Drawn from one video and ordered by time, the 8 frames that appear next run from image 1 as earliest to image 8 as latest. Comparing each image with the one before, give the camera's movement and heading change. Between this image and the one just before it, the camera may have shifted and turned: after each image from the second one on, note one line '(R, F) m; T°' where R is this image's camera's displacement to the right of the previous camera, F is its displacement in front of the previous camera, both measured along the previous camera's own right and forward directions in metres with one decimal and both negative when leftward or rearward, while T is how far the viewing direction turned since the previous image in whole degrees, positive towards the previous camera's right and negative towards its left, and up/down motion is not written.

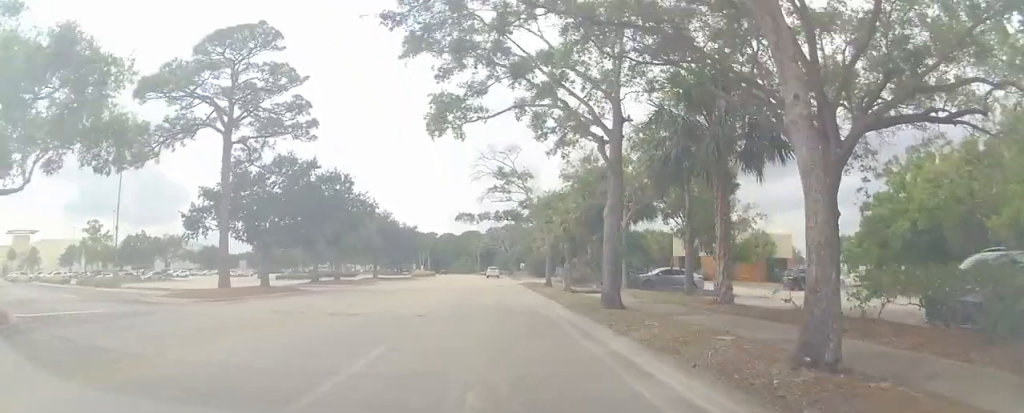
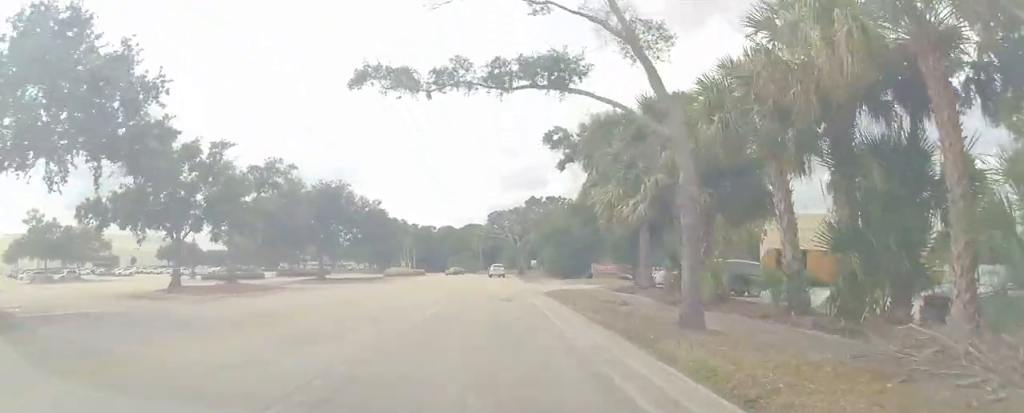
(-0.8, +22.6) m; -2°
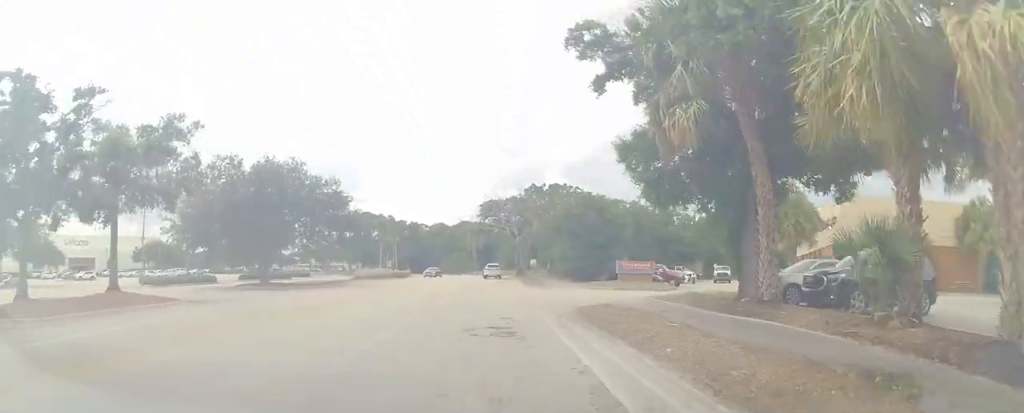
(0.0, +10.8) m; 0°
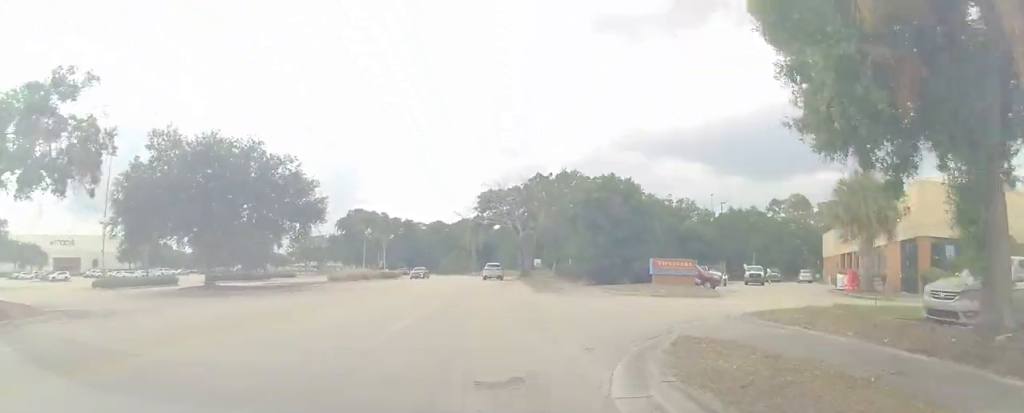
(0.0, +7.6) m; +1°
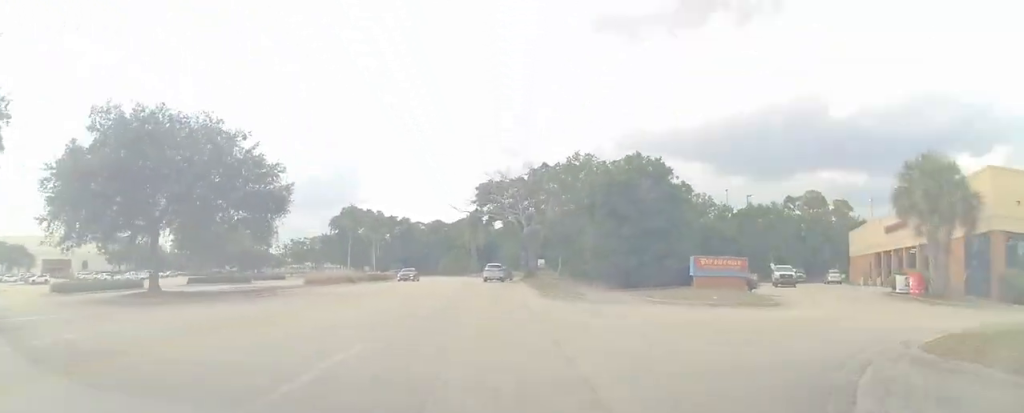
(+0.1, +5.5) m; 0°
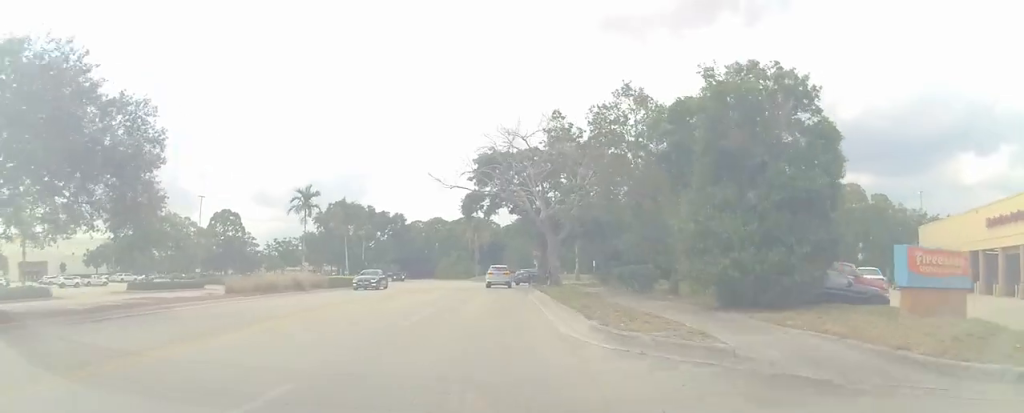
(+0.1, +11.6) m; 0°
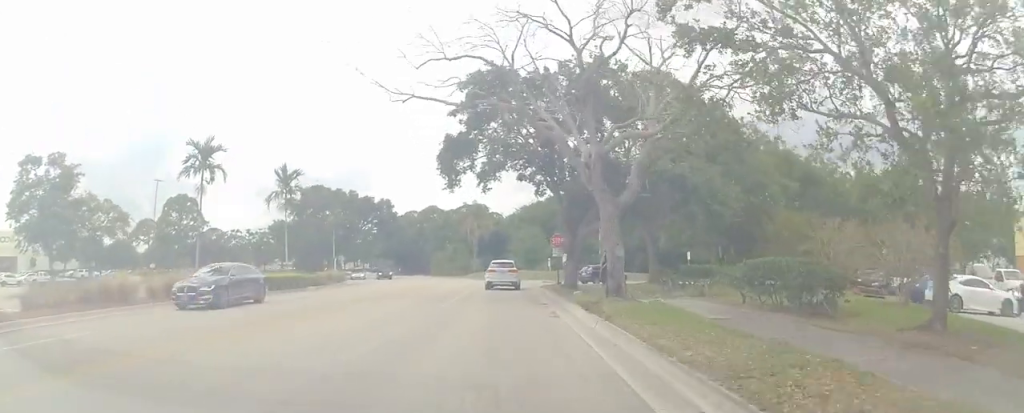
(0.0, +13.2) m; 0°
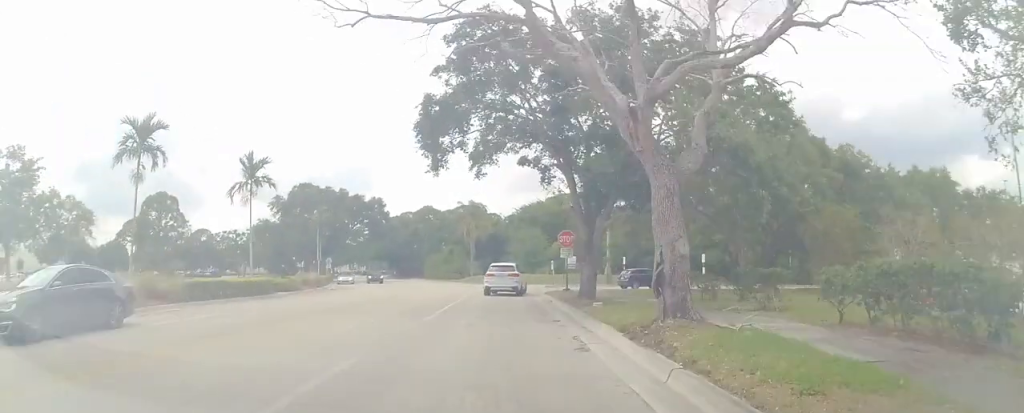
(0.0, +4.6) m; 0°
